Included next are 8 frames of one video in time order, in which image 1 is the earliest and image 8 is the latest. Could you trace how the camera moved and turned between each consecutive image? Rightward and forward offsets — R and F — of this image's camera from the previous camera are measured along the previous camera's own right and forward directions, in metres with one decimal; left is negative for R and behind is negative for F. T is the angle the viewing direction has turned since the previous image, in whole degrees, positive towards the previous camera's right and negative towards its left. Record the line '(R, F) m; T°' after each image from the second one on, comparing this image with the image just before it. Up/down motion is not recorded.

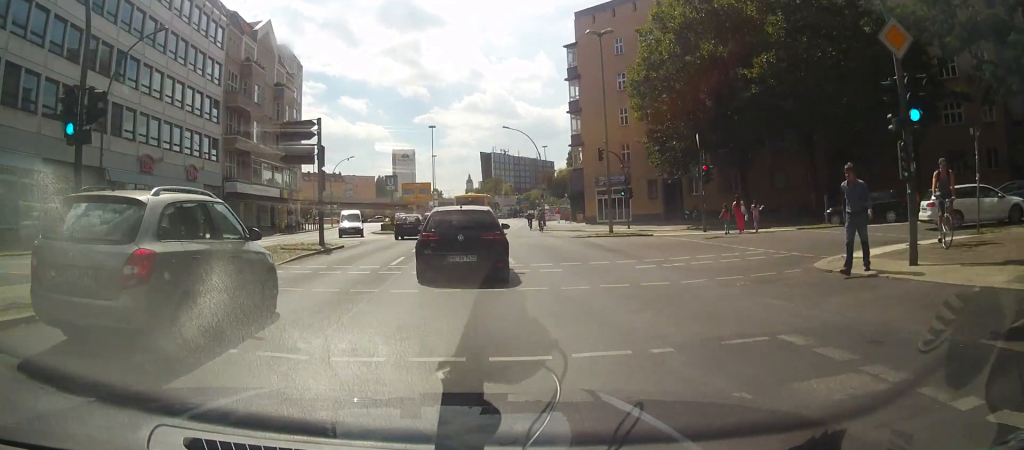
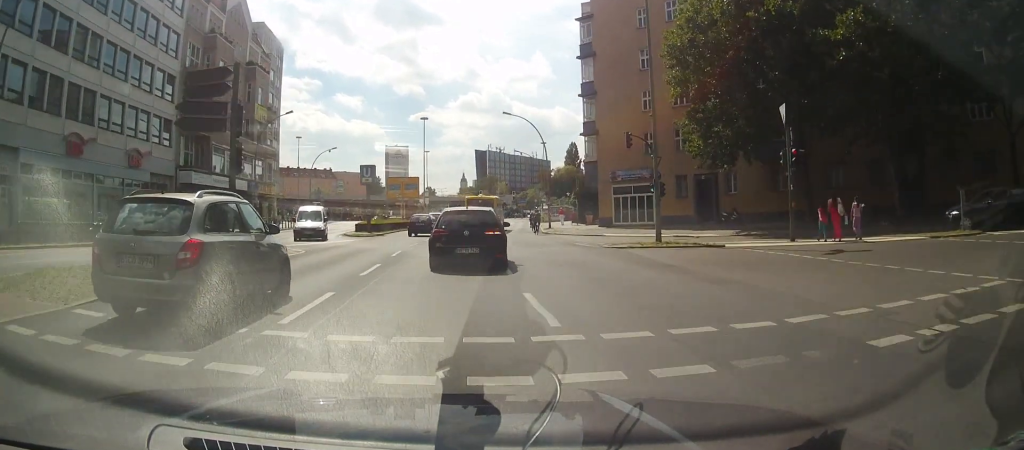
(+0.2, +8.4) m; 0°
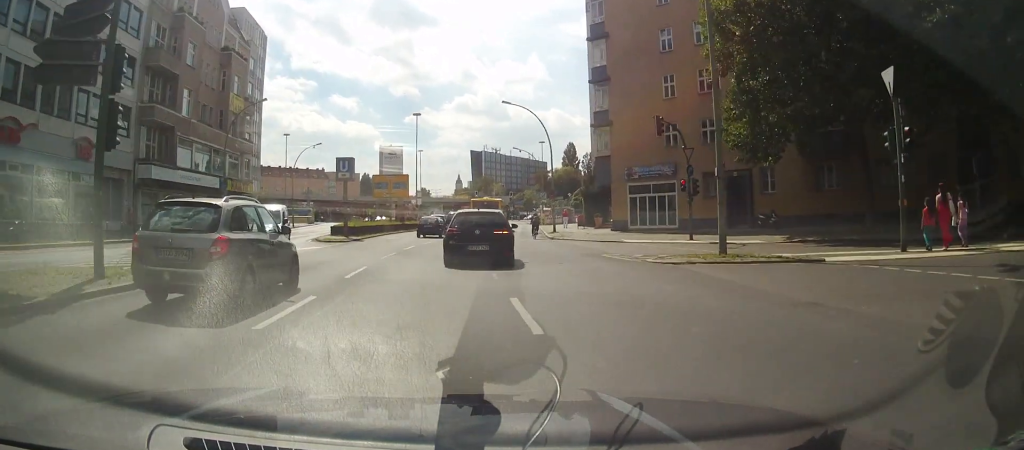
(-0.1, +6.0) m; 0°
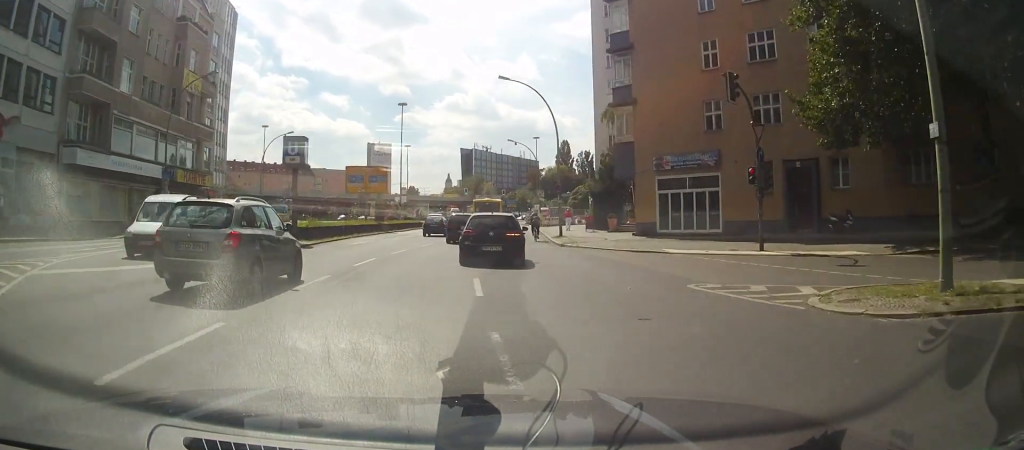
(+0.1, +8.4) m; +2°
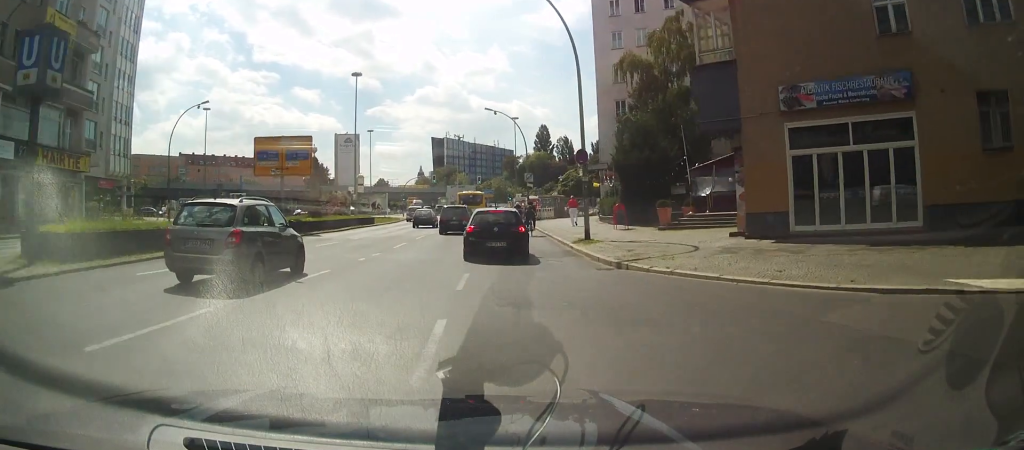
(+0.4, +16.4) m; +1°
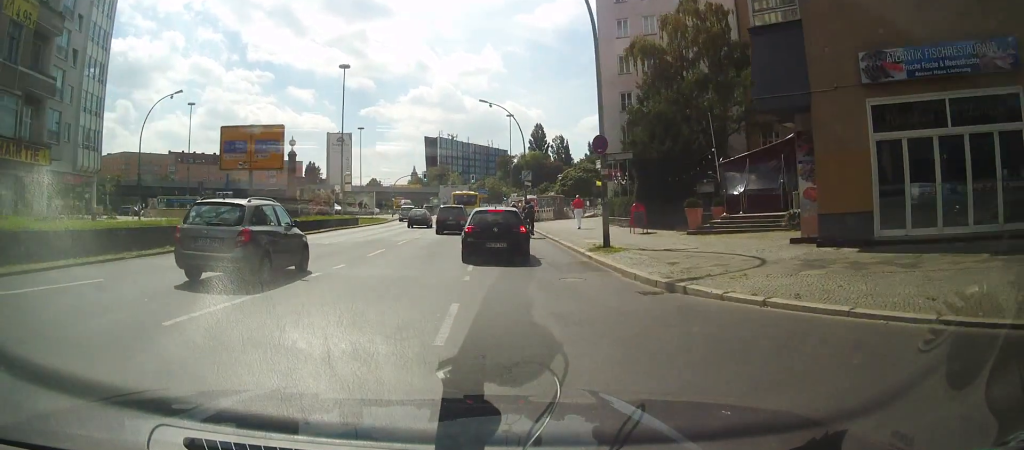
(-0.1, +4.3) m; +1°
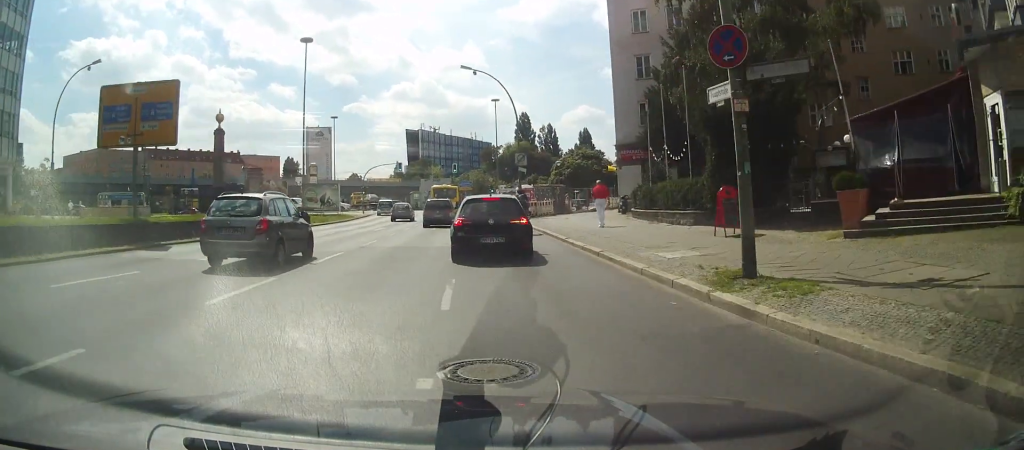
(+0.2, +10.5) m; +2°
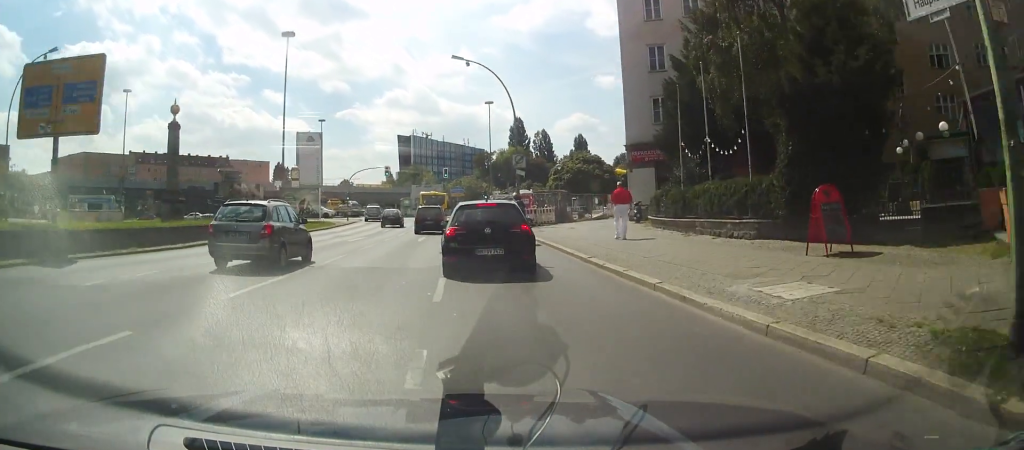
(0.0, +4.8) m; 0°
